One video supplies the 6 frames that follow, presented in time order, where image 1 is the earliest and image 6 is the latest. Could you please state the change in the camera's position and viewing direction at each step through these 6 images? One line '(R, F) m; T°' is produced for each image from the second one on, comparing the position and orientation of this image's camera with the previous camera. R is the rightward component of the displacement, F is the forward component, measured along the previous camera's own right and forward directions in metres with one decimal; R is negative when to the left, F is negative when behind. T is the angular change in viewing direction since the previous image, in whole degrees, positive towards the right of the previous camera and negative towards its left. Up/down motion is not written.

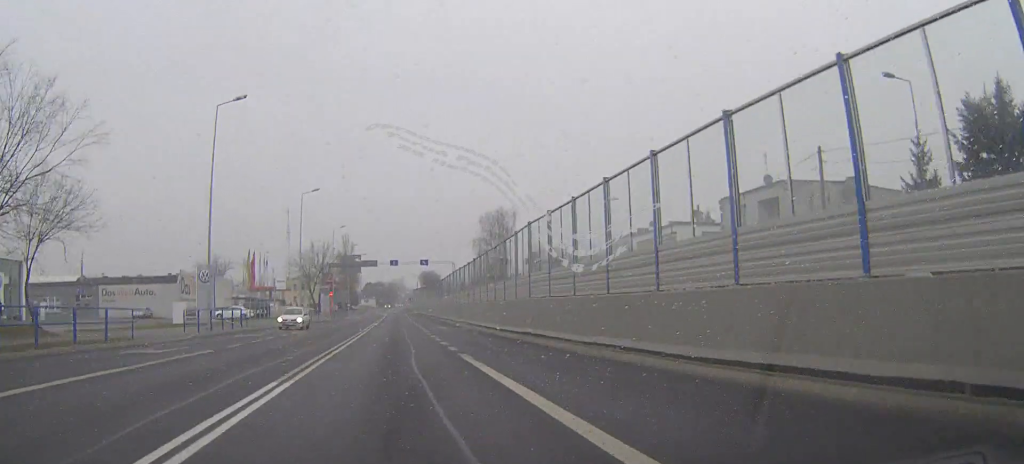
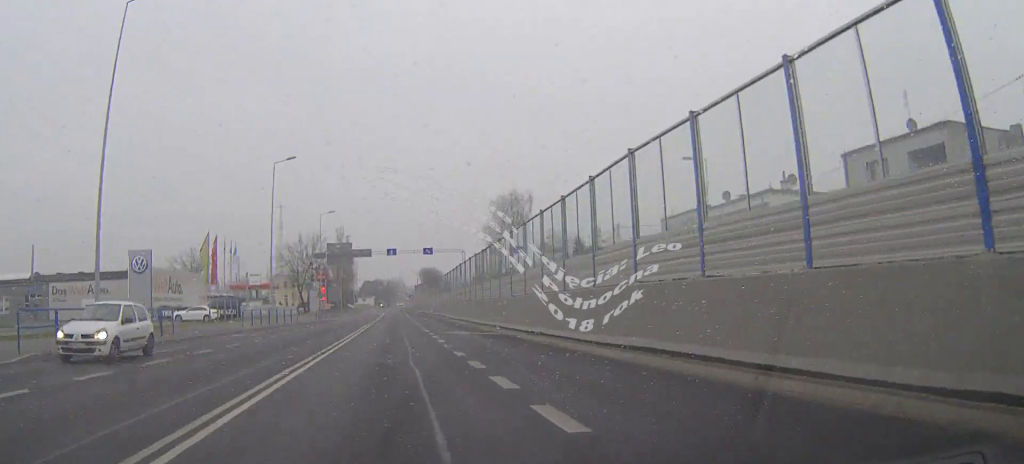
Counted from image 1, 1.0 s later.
(0.0, +15.2) m; 0°
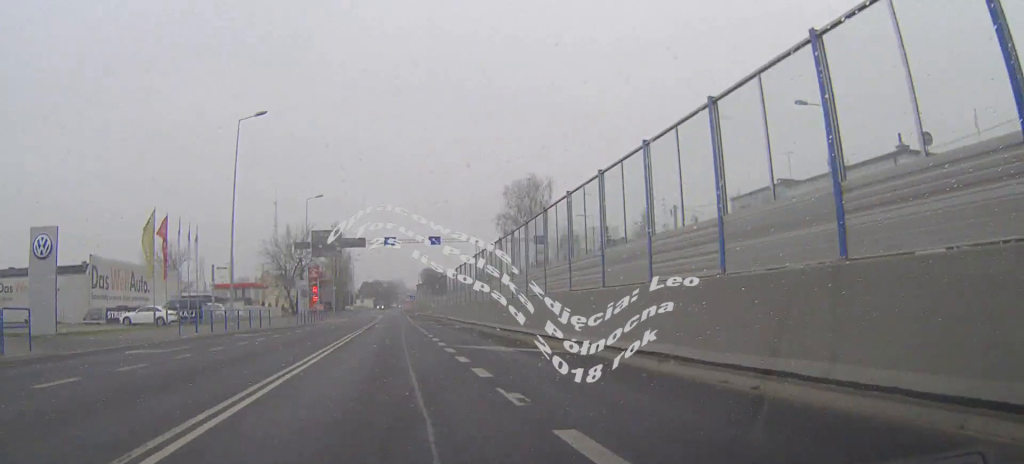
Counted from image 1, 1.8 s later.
(0.0, +13.3) m; 0°
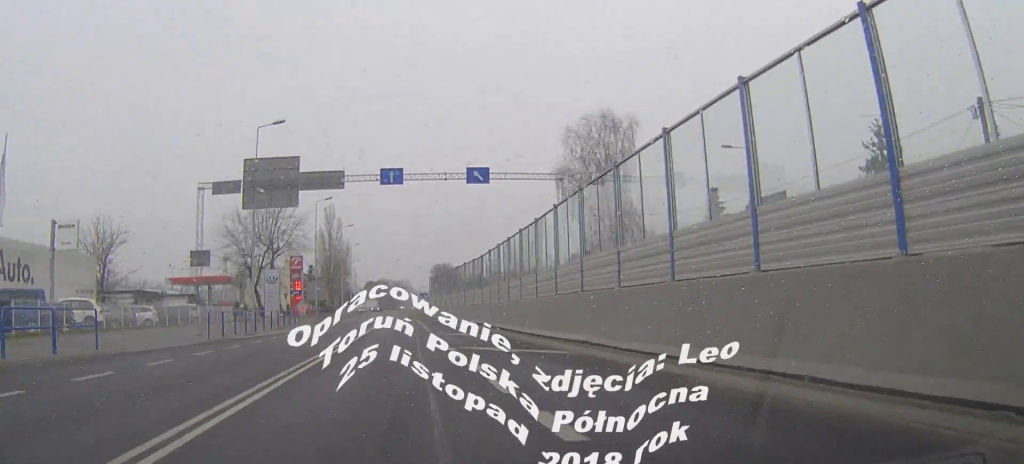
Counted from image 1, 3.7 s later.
(-0.2, +30.0) m; -1°
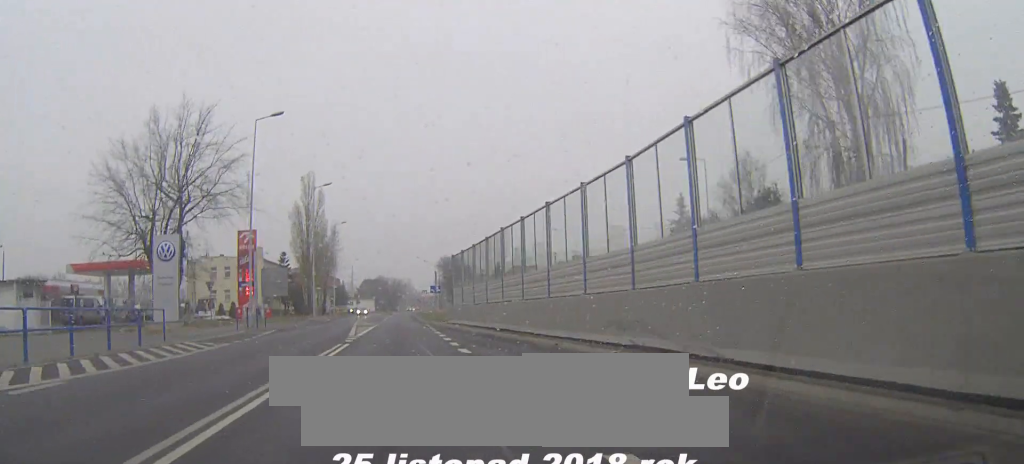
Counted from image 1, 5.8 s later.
(0.0, +33.8) m; 0°
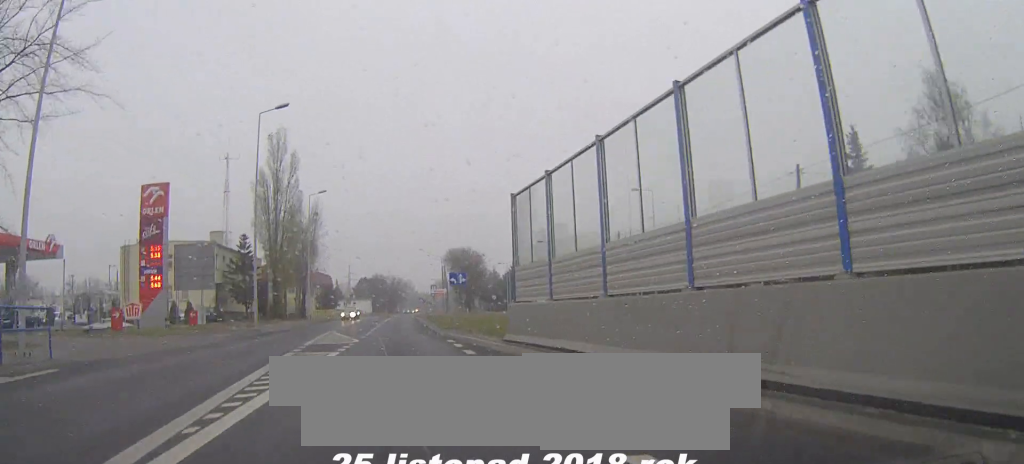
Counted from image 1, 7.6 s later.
(0.0, +28.0) m; 0°
